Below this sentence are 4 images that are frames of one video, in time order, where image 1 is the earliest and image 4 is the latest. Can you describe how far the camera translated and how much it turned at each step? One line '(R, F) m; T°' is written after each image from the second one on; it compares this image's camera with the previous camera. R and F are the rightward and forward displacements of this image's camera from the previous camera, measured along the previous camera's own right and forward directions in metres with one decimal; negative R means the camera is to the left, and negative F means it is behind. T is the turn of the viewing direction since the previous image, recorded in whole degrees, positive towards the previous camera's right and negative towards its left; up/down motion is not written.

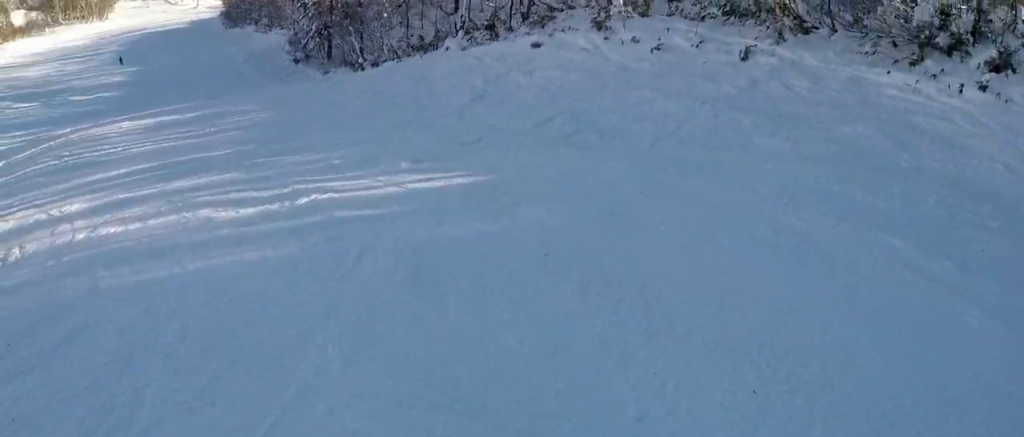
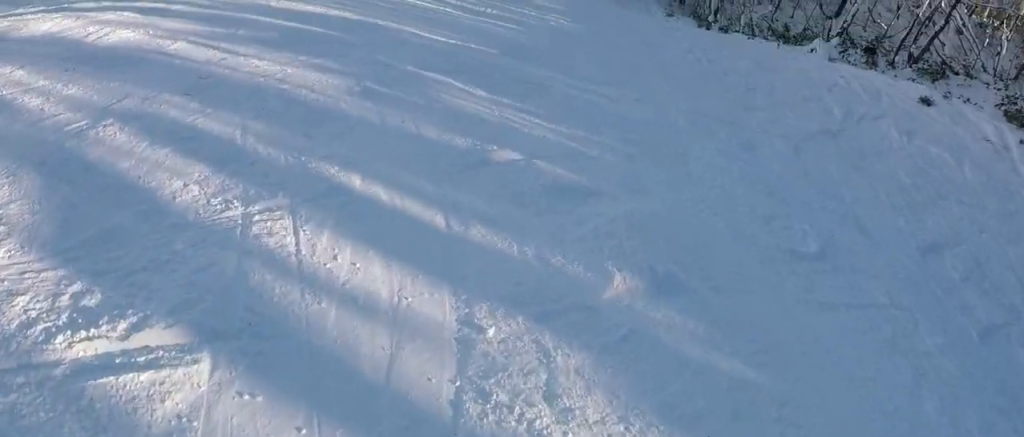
(-2.0, +6.4) m; -39°
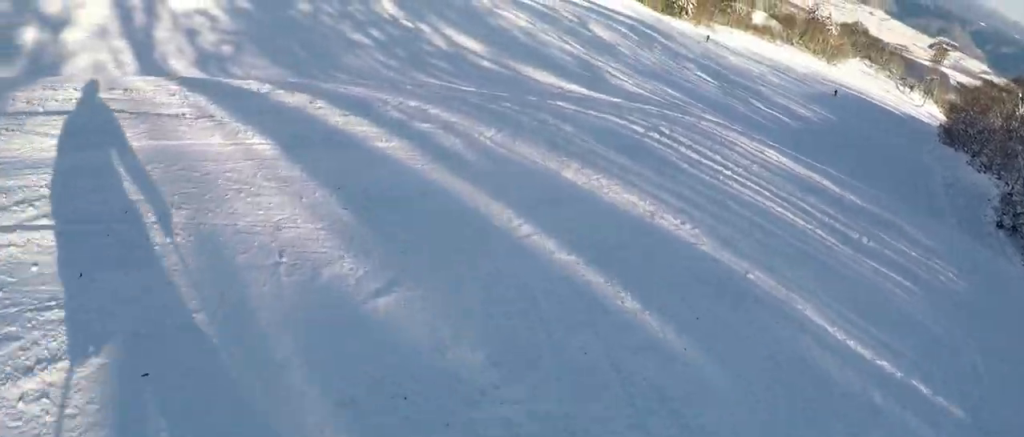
(-1.9, +5.5) m; -38°
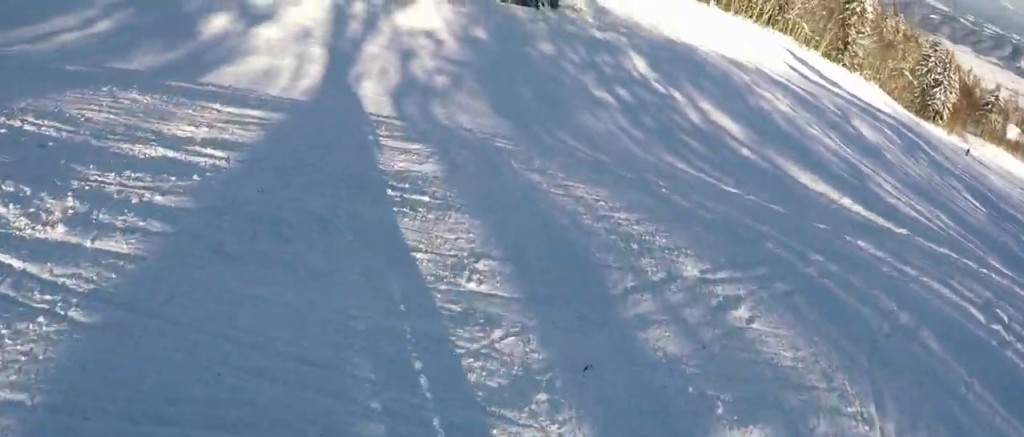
(-1.7, +5.6) m; -22°
